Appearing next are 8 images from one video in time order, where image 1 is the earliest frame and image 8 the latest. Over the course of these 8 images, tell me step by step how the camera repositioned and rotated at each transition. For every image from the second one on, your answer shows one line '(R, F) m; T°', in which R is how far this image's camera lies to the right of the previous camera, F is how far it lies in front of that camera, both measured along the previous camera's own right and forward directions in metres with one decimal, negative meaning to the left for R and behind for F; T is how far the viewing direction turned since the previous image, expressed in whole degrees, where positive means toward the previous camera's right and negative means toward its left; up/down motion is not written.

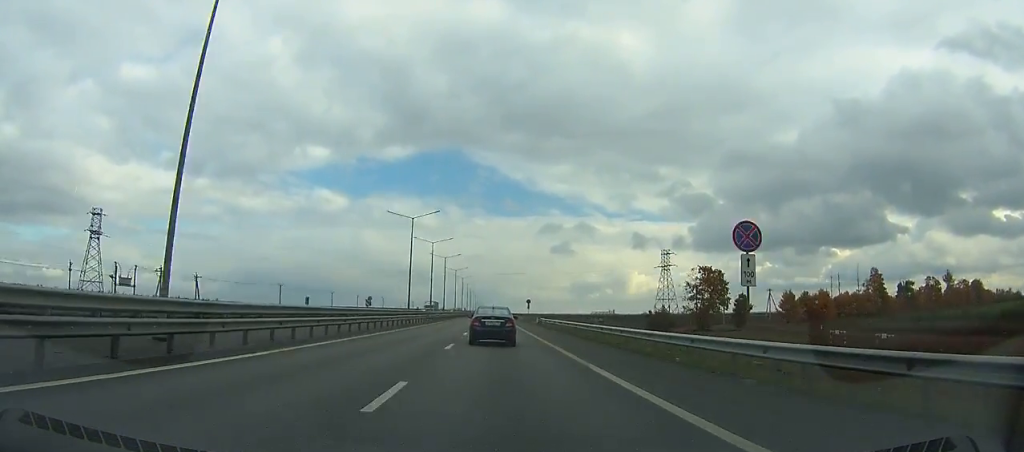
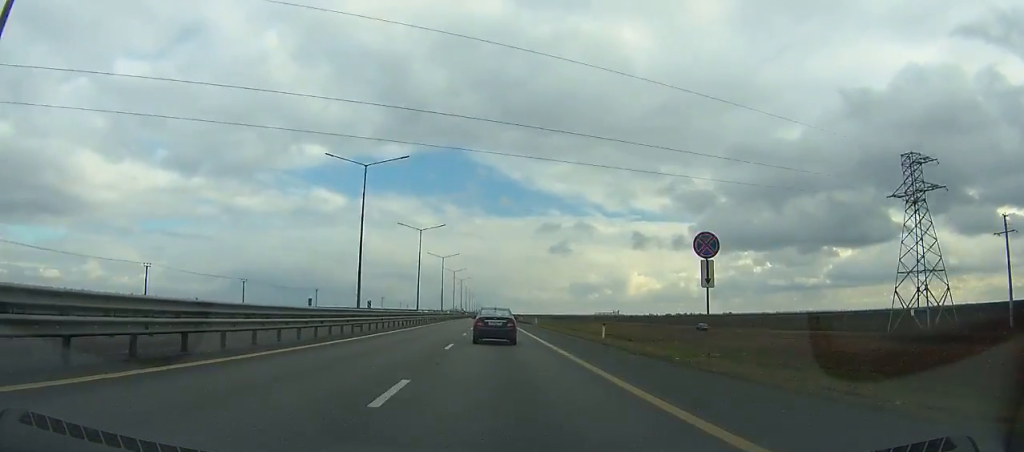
(0.0, +94.5) m; 0°
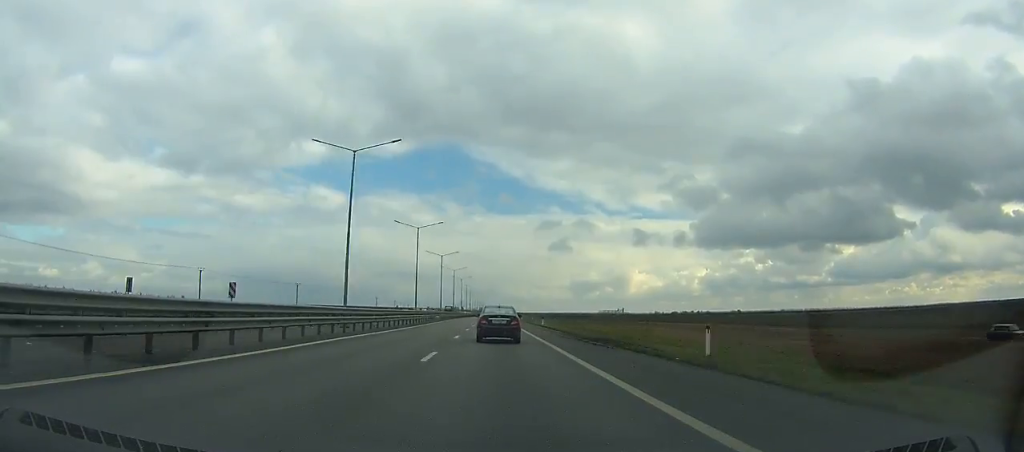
(0.0, +64.5) m; 0°
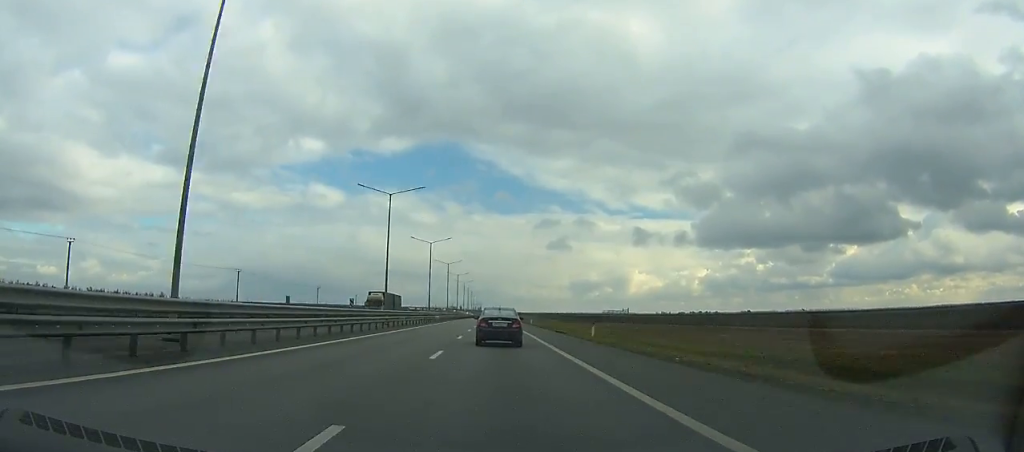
(+0.1, +81.8) m; 0°
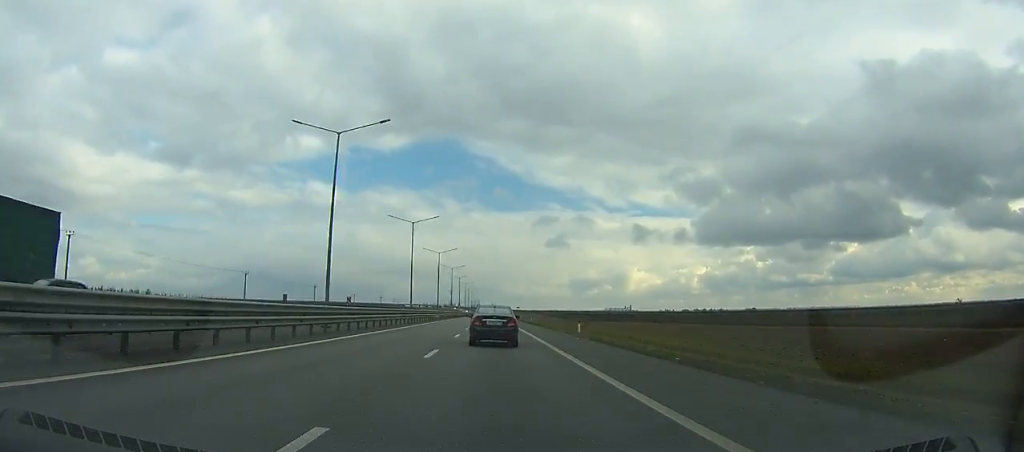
(0.0, +46.6) m; 0°
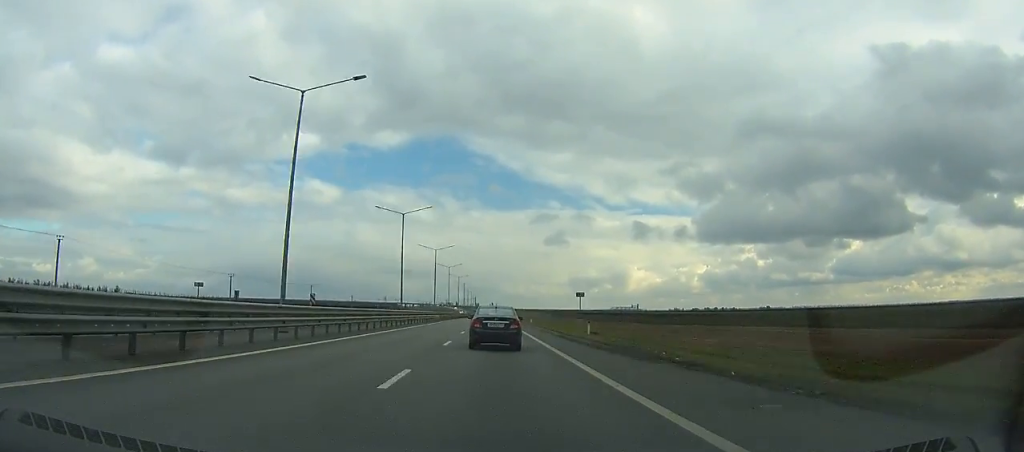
(0.0, +101.8) m; 0°
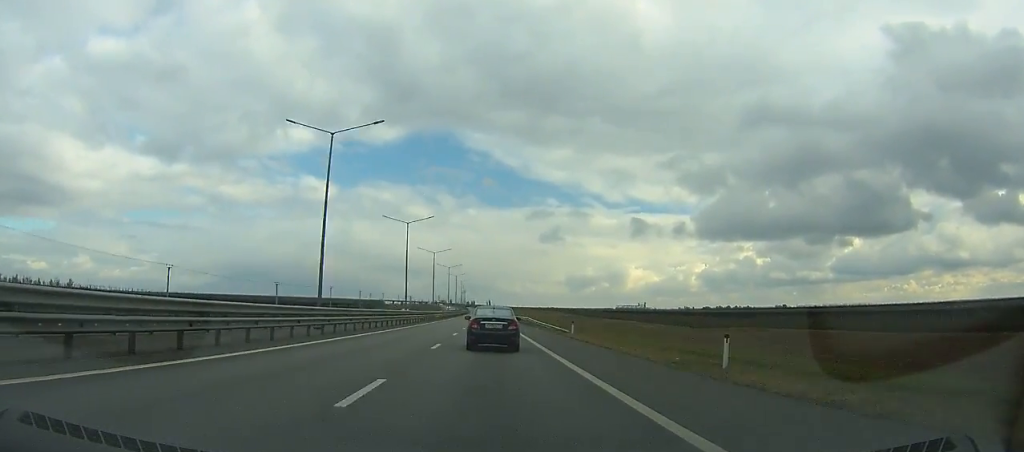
(-0.1, +119.4) m; 0°
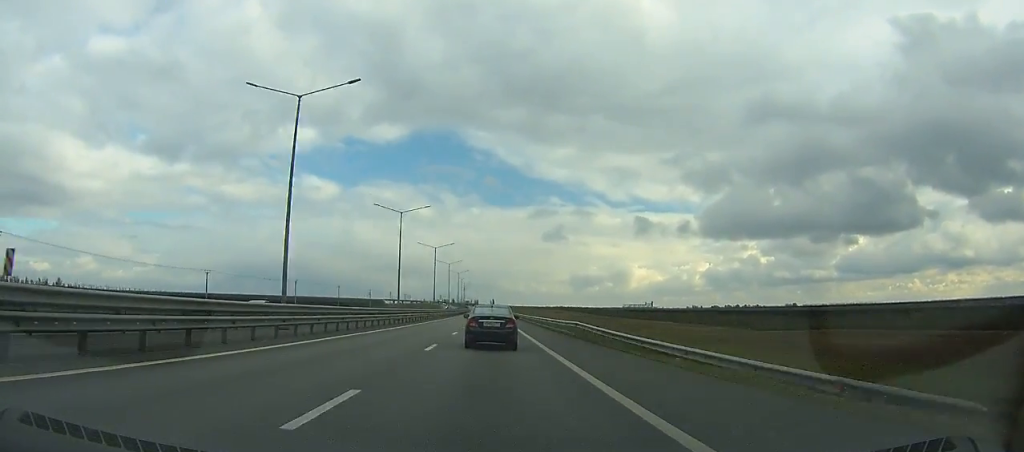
(0.0, +38.0) m; 0°
